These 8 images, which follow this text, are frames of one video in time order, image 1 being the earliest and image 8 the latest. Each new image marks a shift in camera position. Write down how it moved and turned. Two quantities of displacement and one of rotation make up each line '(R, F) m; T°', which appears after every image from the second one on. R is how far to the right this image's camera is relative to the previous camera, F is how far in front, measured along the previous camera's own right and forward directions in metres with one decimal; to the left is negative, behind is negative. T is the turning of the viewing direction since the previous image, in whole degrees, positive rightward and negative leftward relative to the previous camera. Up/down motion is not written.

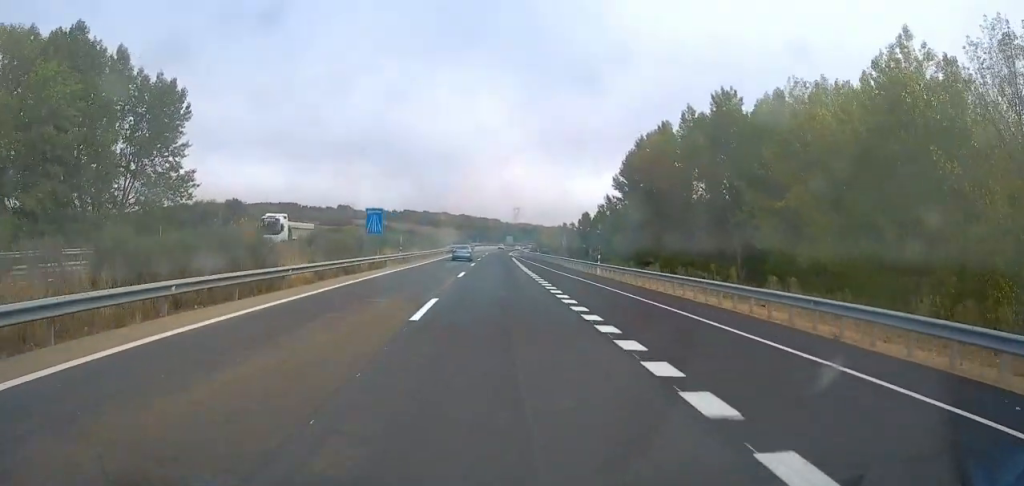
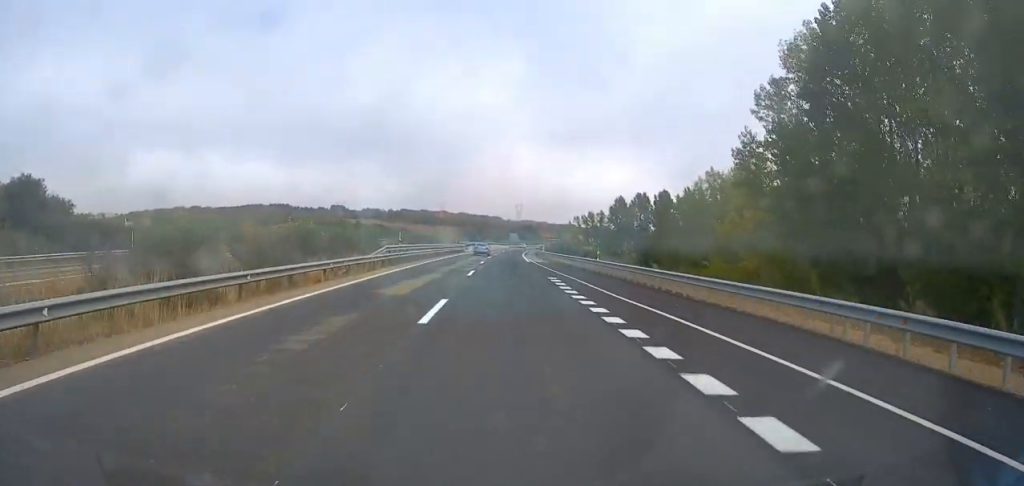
(0.0, +52.9) m; 0°
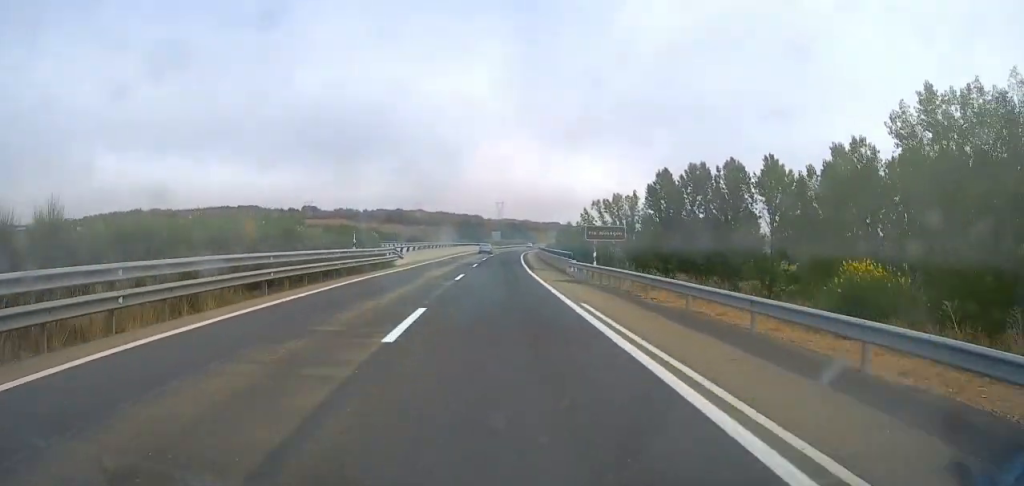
(+0.7, +53.8) m; +2°
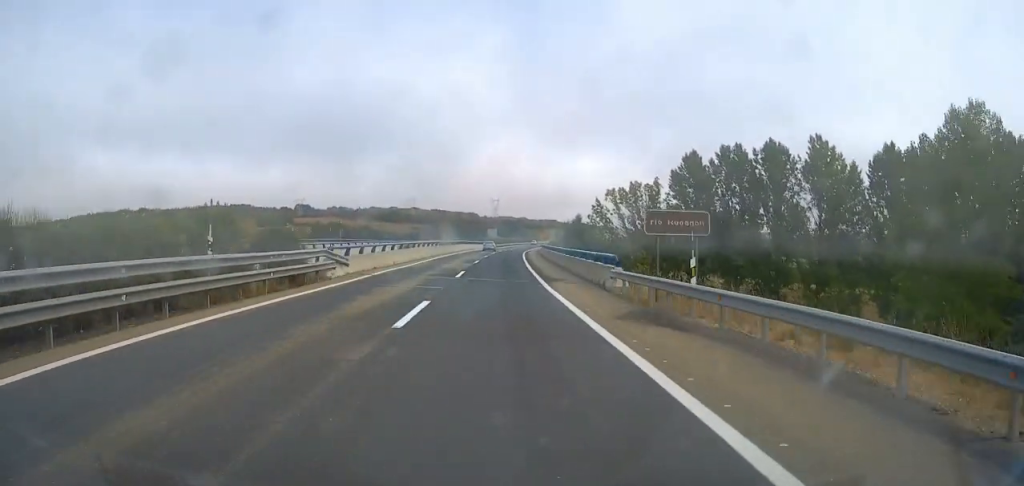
(+0.1, +16.0) m; 0°
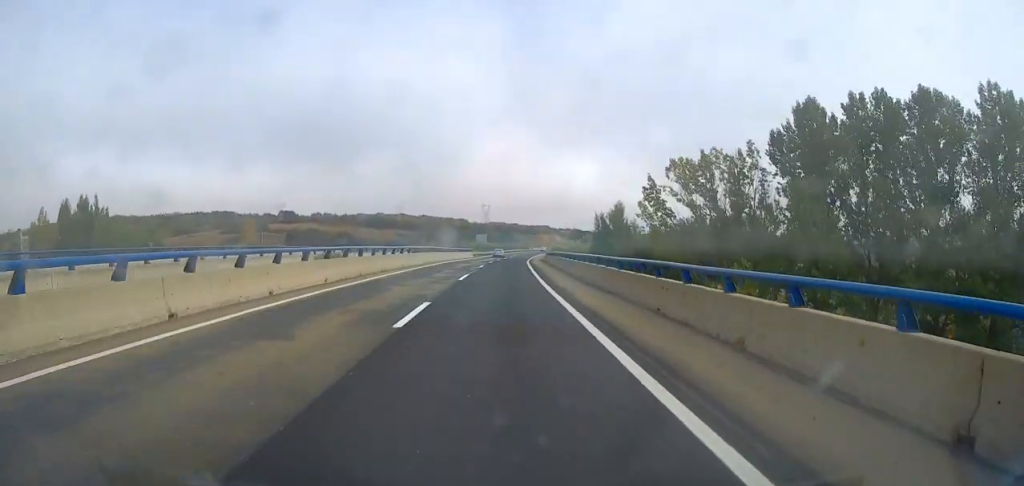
(+0.3, +34.1) m; +1°
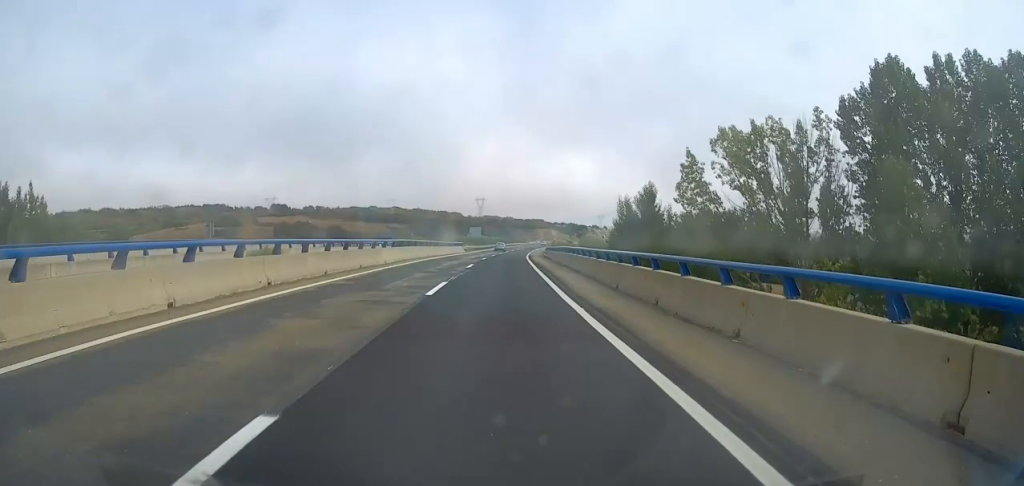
(+0.1, +12.1) m; 0°
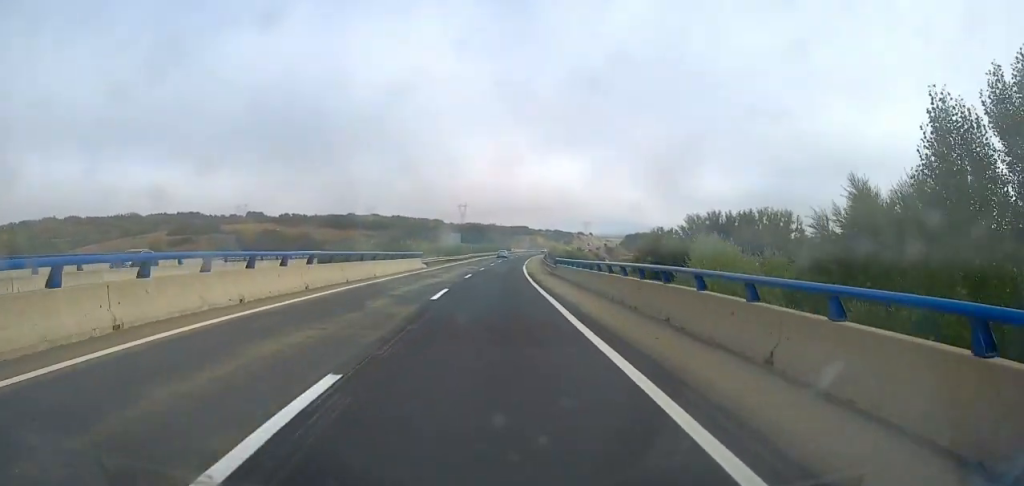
(+0.4, +32.2) m; +1°
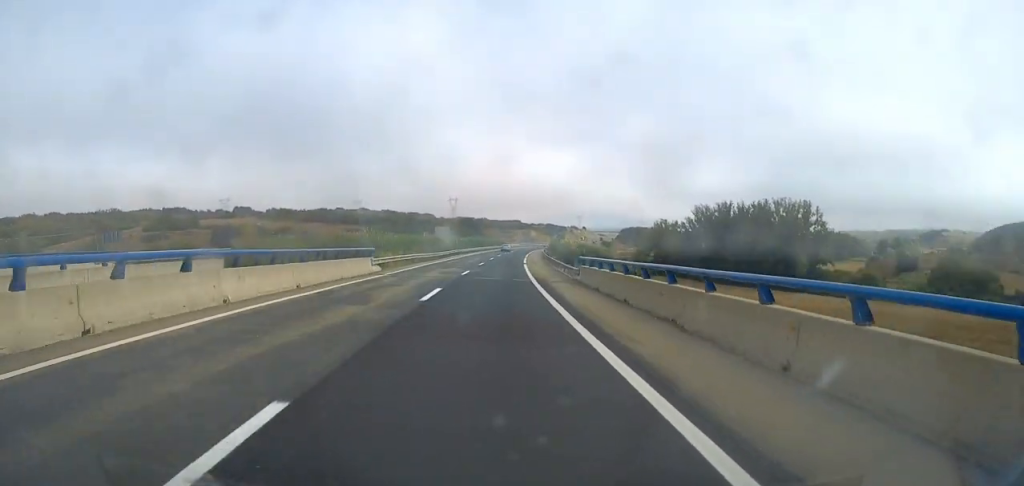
(+0.1, +19.1) m; +1°
